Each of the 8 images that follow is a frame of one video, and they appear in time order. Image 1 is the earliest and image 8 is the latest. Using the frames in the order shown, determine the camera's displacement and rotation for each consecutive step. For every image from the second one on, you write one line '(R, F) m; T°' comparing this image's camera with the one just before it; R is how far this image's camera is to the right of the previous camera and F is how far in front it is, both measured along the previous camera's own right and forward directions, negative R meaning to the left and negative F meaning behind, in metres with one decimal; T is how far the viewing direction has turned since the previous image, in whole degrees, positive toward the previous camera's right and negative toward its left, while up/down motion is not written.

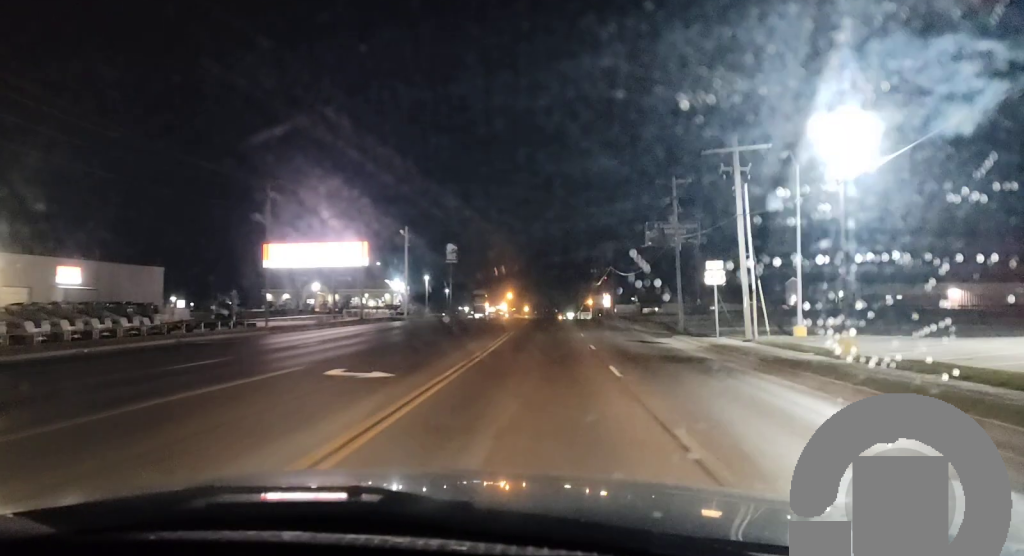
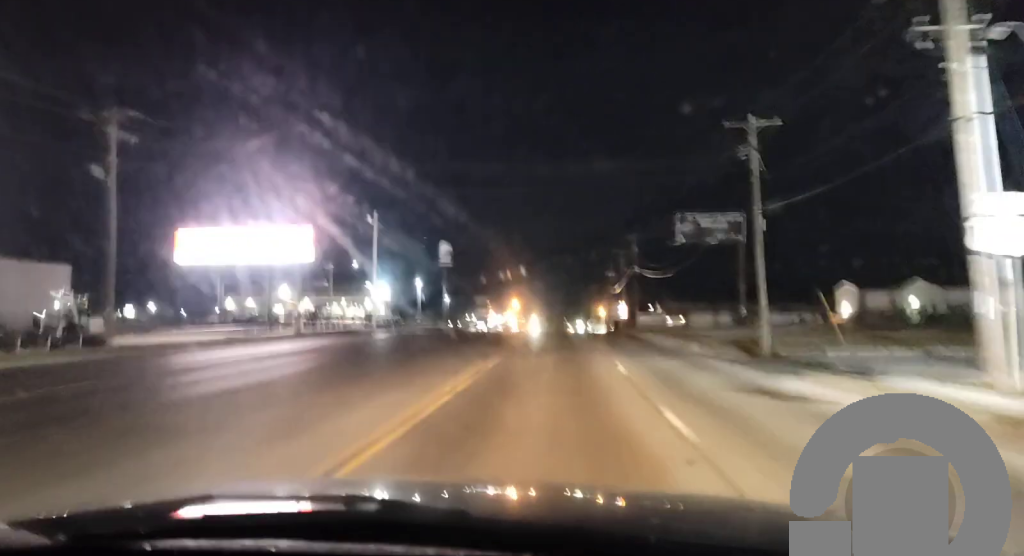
(0.0, +21.4) m; 0°
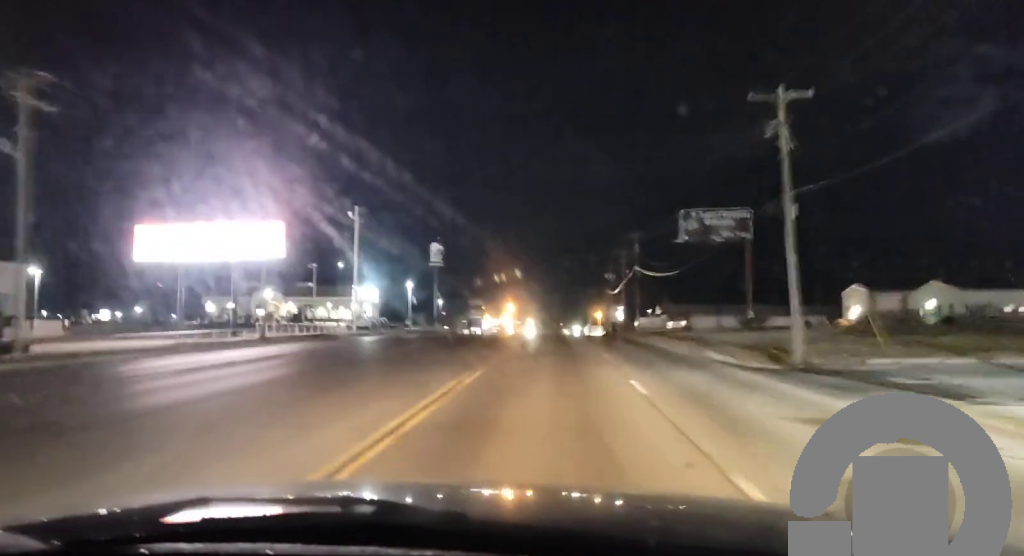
(0.0, +5.3) m; 0°
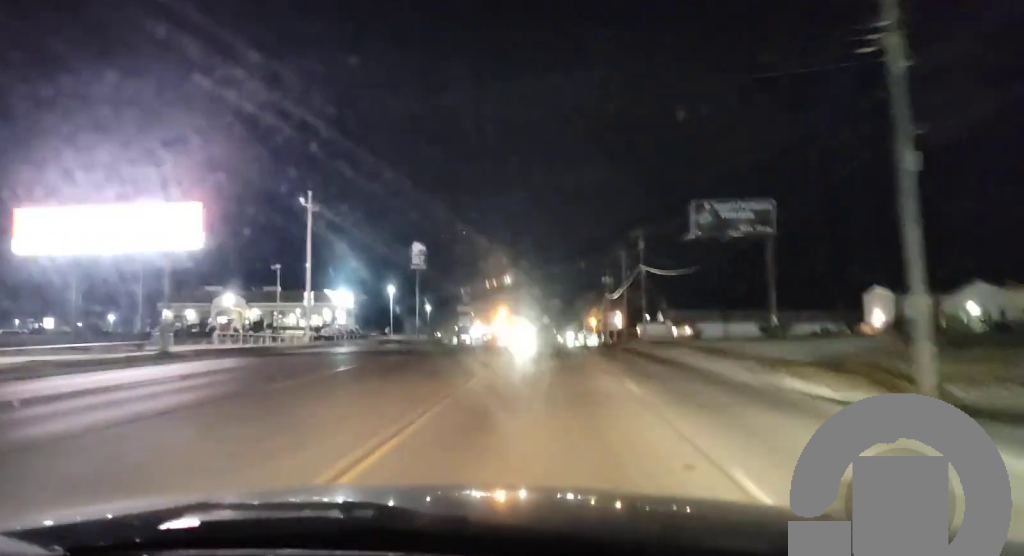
(-0.1, +12.2) m; 0°
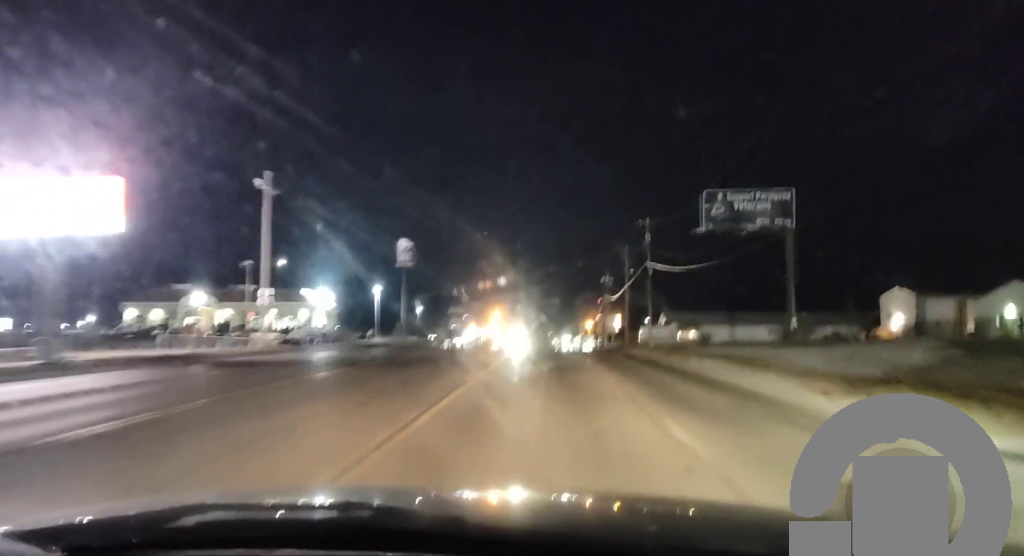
(0.0, +7.6) m; 0°
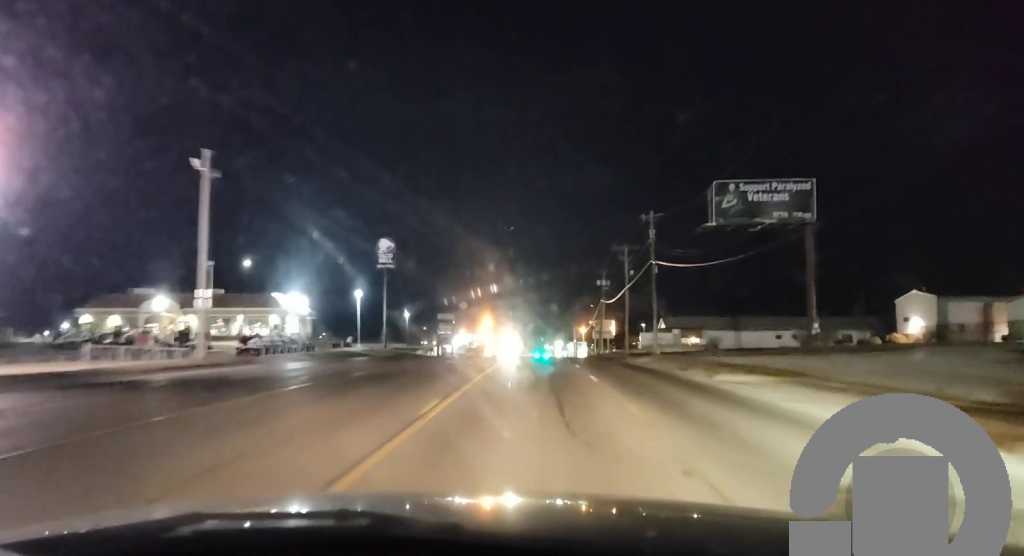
(0.0, +6.9) m; 0°
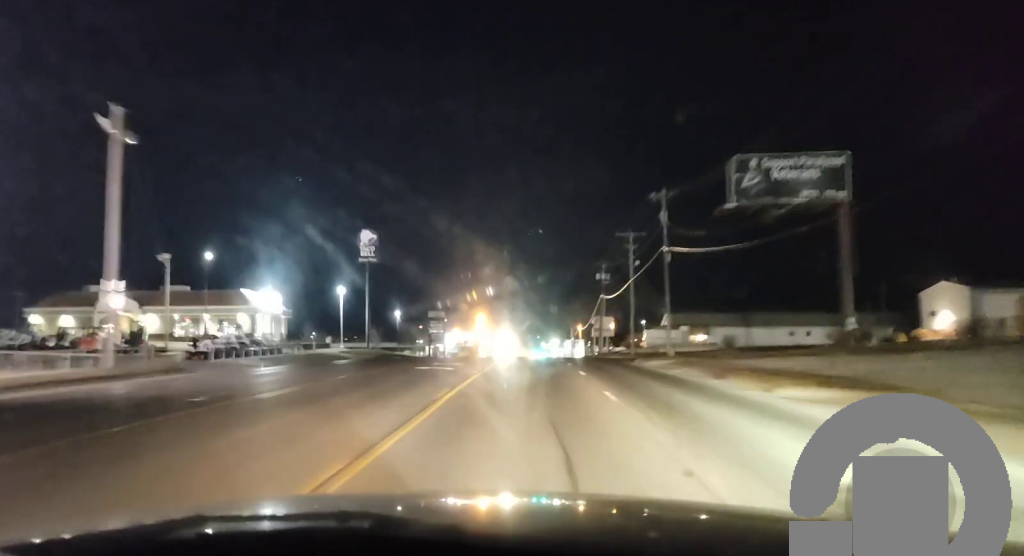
(0.0, +8.4) m; 0°
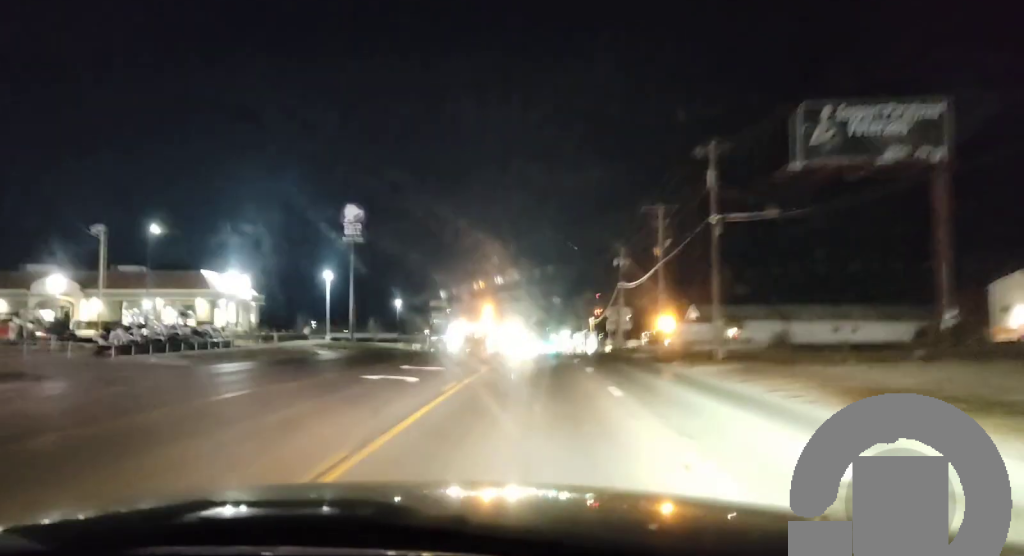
(+0.1, +11.9) m; 0°
